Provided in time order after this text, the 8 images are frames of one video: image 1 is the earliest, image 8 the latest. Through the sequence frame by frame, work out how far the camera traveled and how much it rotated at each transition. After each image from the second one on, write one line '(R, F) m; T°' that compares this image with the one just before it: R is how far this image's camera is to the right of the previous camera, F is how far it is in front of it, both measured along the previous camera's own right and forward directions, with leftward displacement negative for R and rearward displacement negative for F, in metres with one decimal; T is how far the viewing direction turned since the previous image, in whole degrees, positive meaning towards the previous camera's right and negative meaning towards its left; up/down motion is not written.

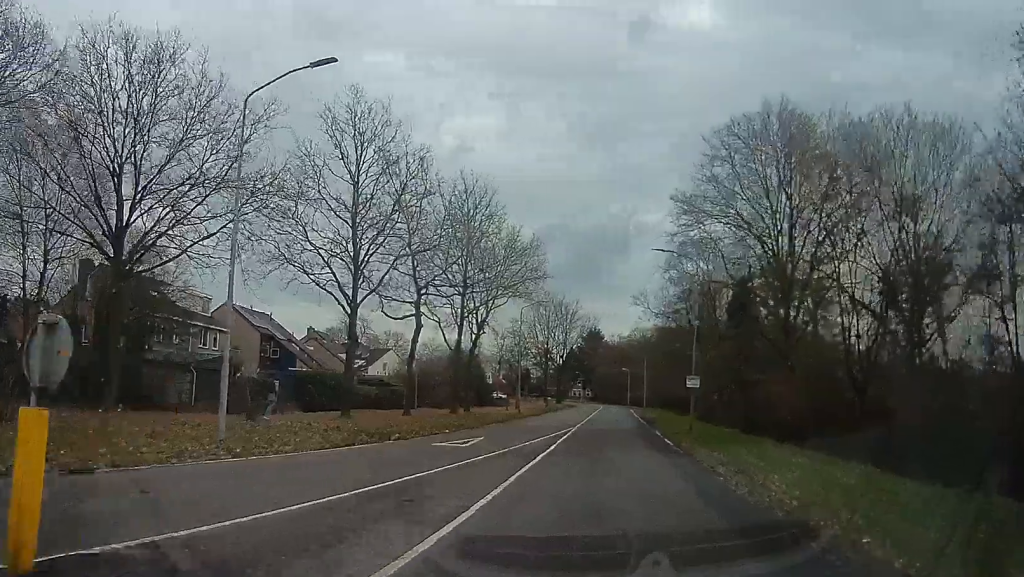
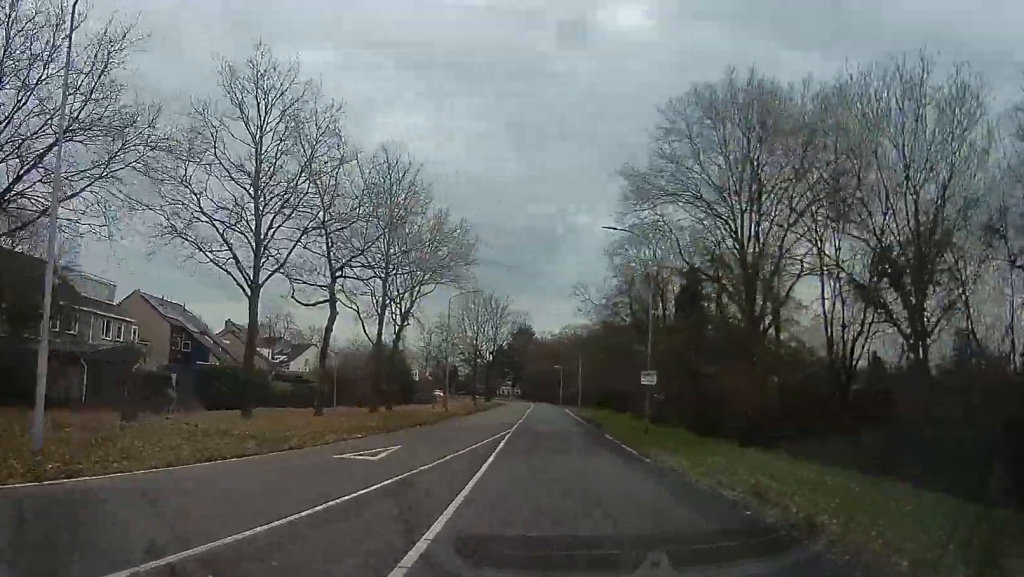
(+0.8, +3.7) m; +6°
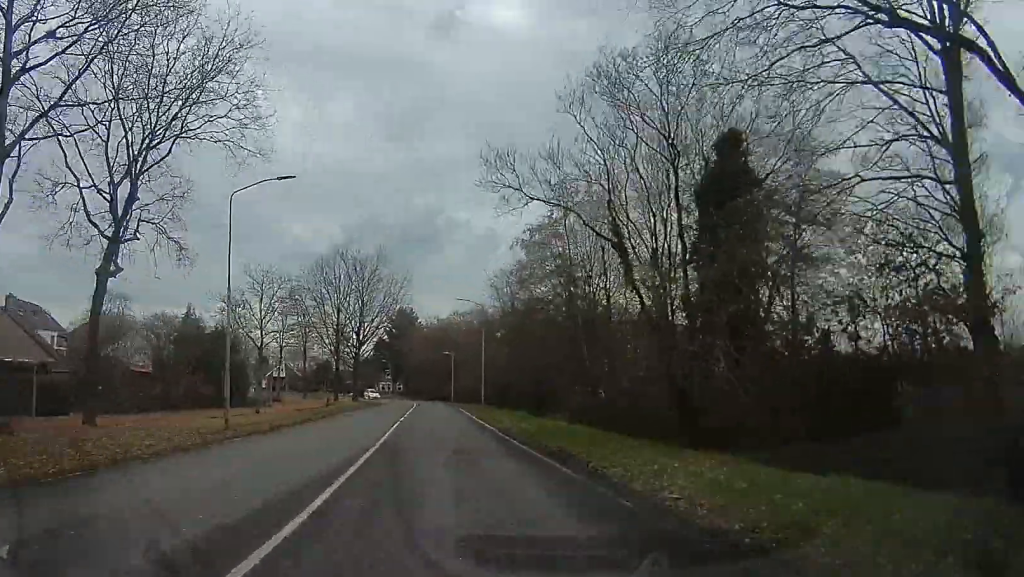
(+4.2, +21.7) m; +14°
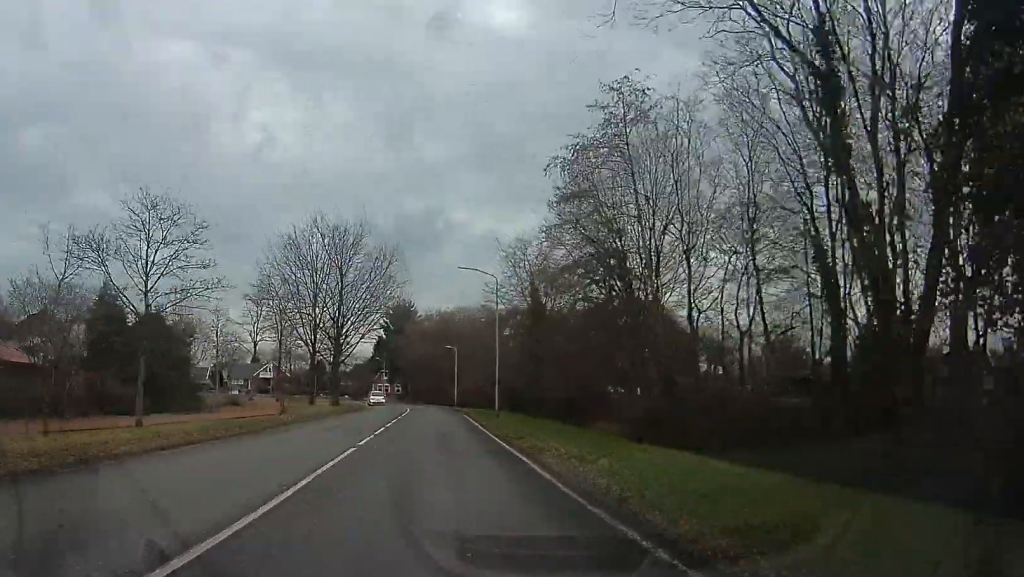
(+0.2, +12.4) m; +2°
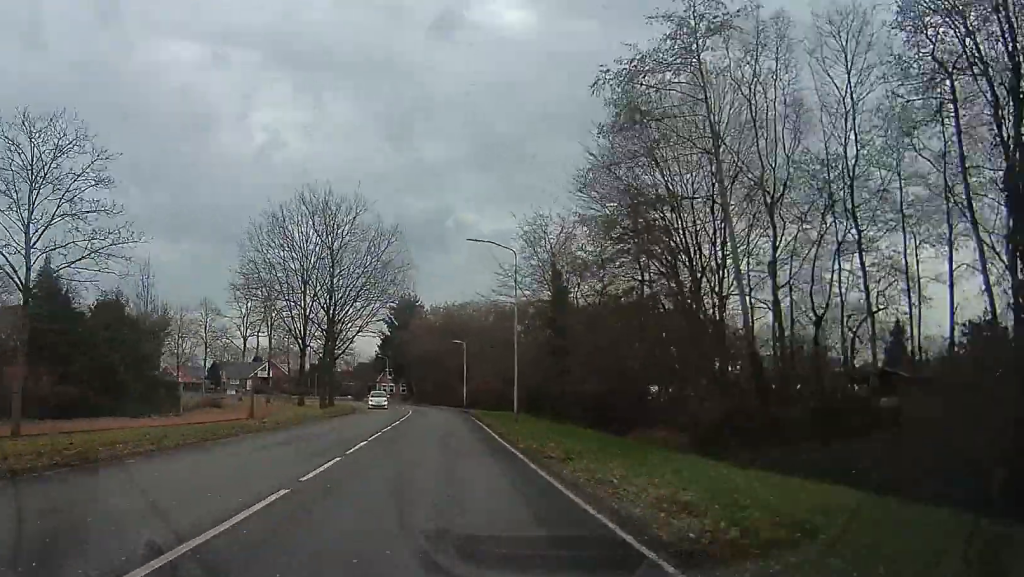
(+0.1, +6.4) m; +1°
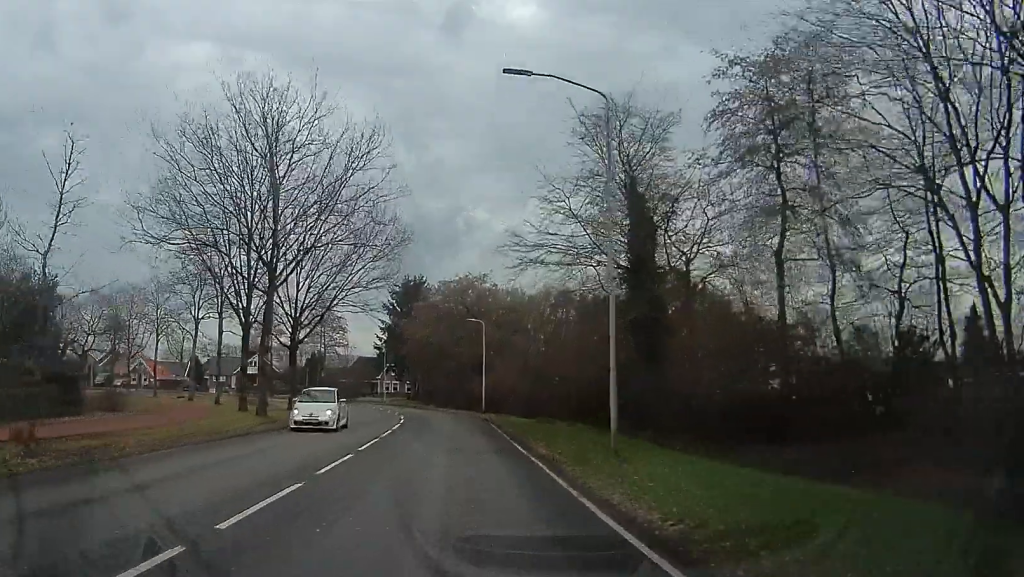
(+0.2, +15.4) m; 0°
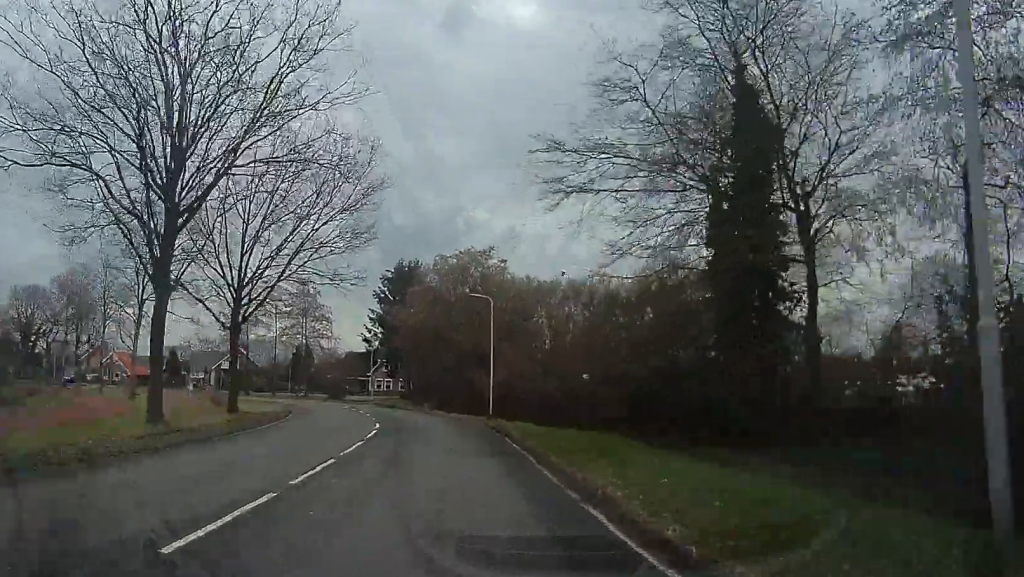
(-0.2, +9.7) m; -2°
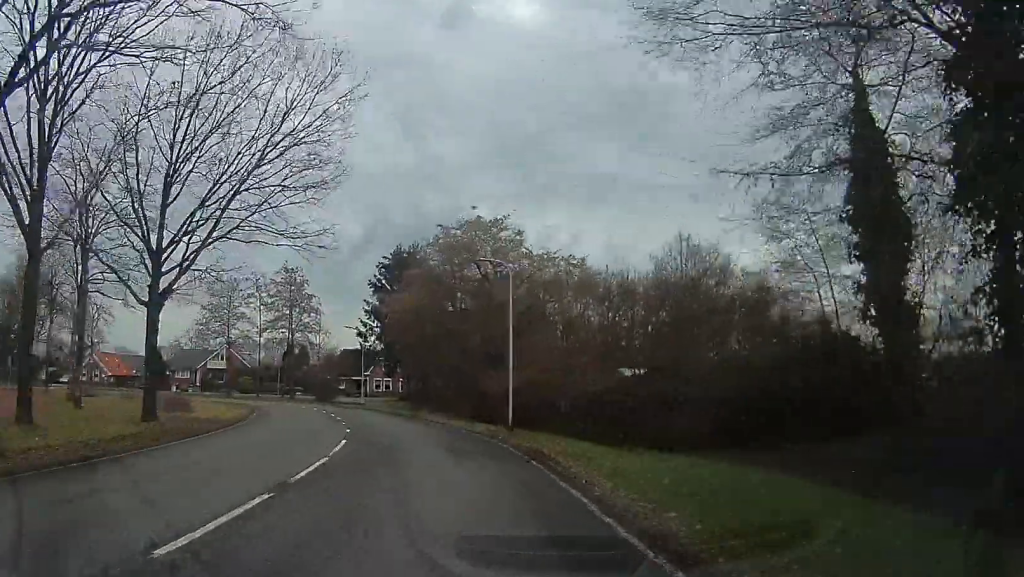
(-0.1, +8.2) m; -2°
